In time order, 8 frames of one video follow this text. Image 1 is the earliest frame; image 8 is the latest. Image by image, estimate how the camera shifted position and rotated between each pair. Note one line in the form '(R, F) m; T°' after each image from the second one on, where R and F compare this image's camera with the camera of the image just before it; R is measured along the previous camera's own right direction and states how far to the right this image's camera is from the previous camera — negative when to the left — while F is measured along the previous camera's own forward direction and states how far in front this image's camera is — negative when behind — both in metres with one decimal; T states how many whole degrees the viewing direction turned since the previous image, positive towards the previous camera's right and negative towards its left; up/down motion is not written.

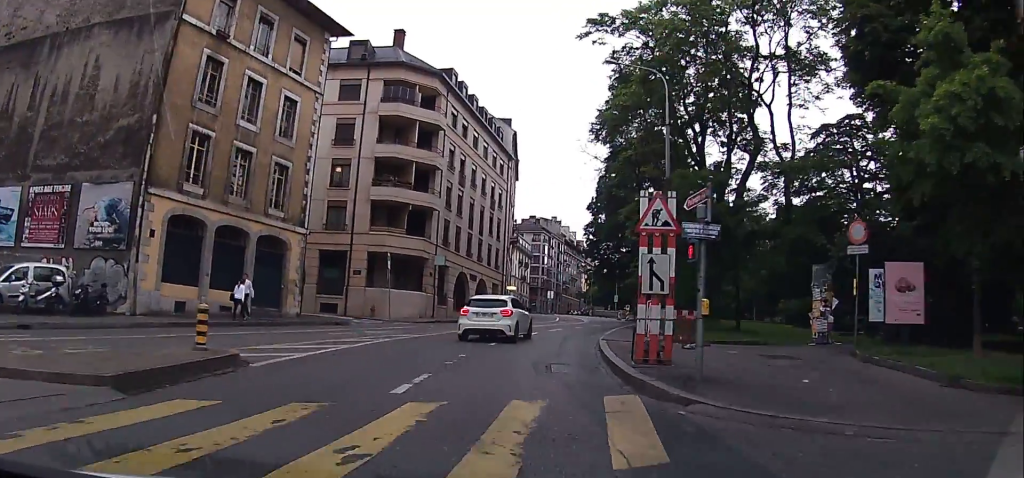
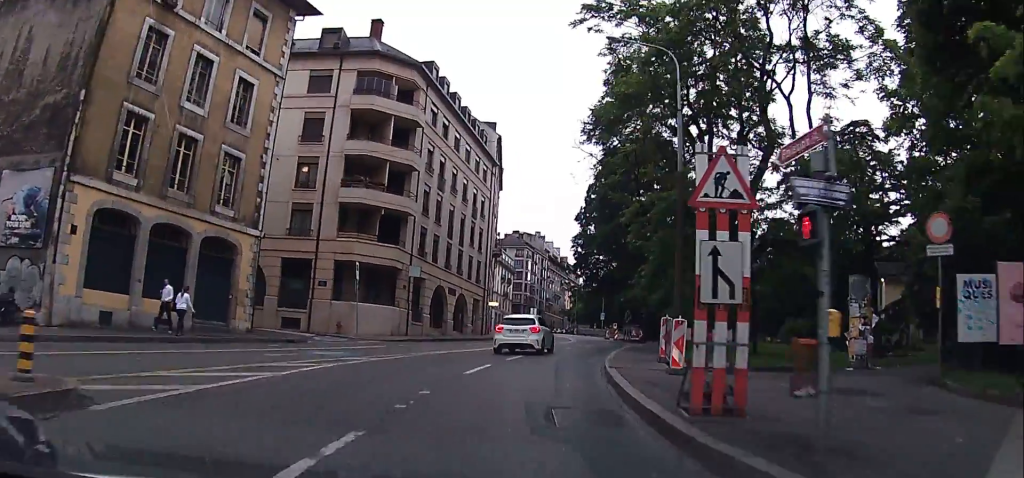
(+0.5, +4.6) m; +5°
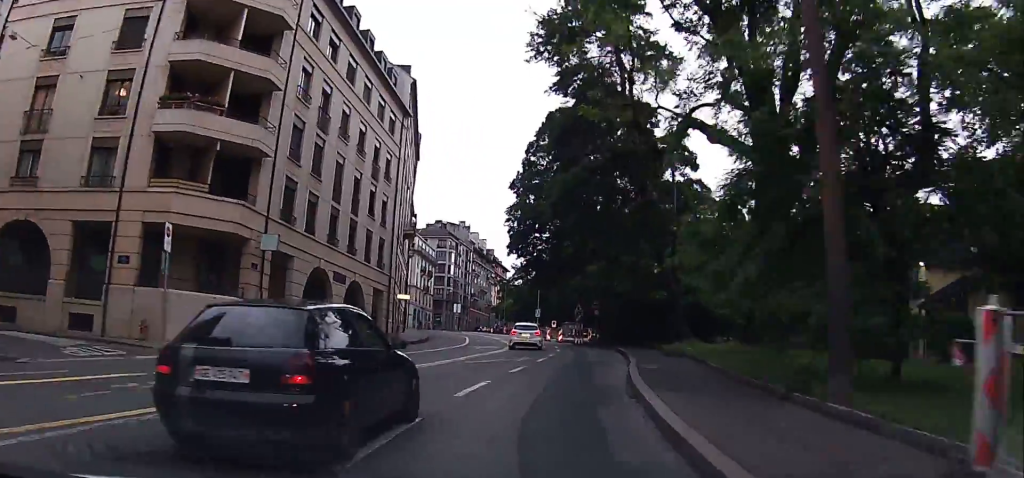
(+1.7, +15.3) m; +8°
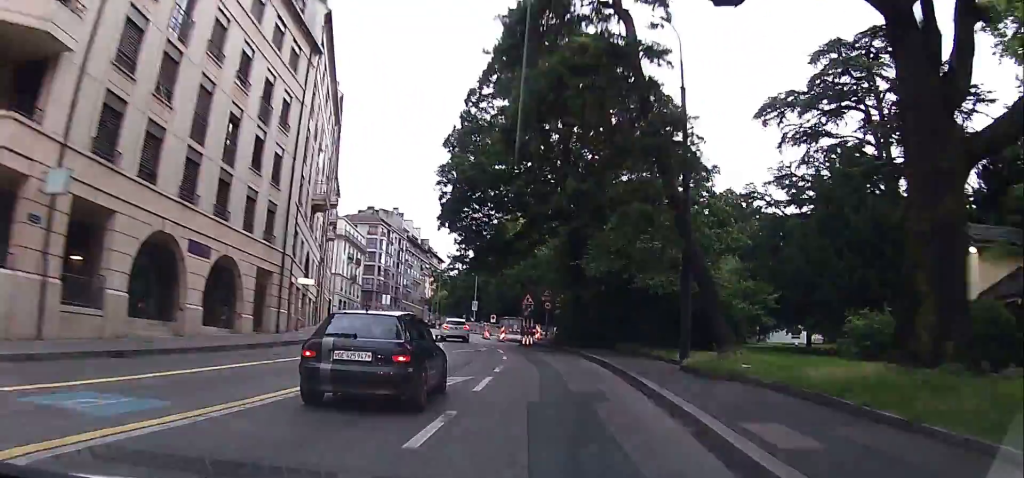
(+0.1, +11.1) m; +5°
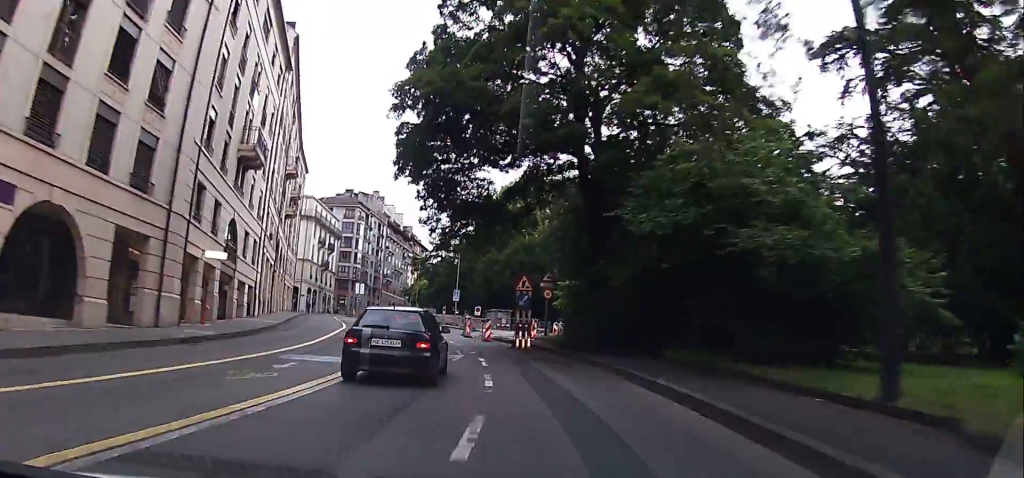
(+0.8, +11.6) m; +2°
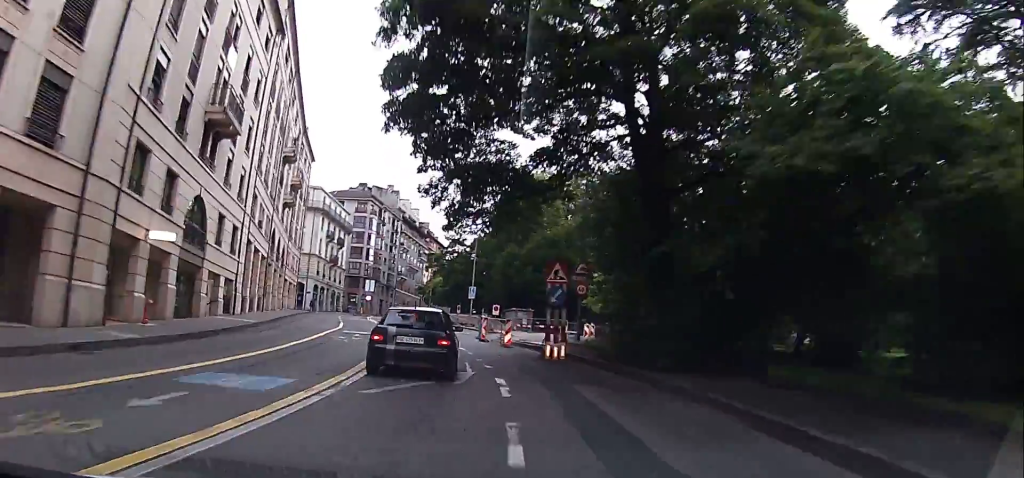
(-0.3, +6.5) m; 0°
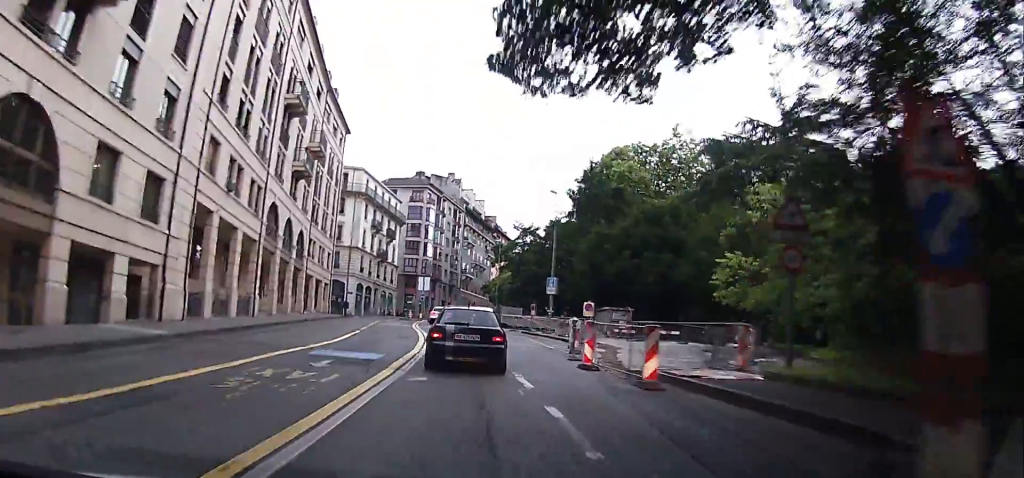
(+0.3, +15.5) m; -3°
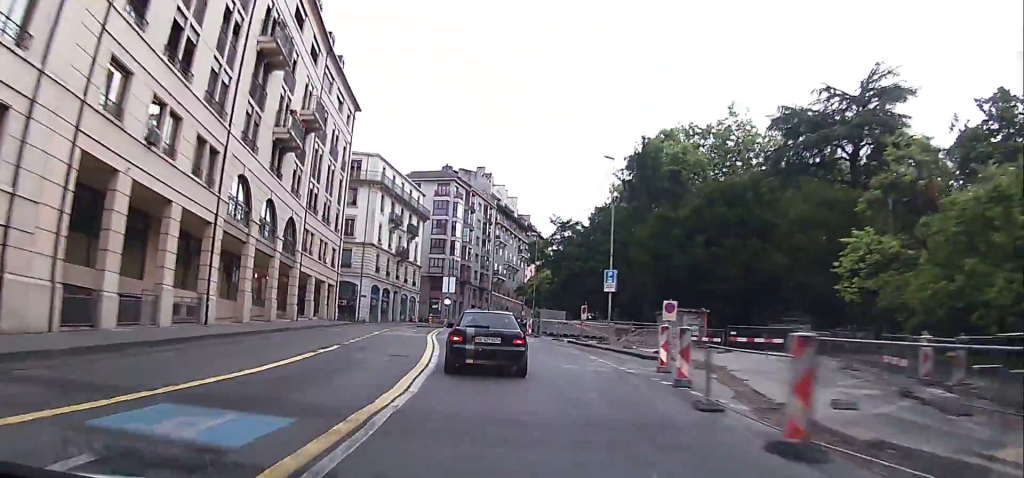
(-1.0, +9.7) m; -7°
